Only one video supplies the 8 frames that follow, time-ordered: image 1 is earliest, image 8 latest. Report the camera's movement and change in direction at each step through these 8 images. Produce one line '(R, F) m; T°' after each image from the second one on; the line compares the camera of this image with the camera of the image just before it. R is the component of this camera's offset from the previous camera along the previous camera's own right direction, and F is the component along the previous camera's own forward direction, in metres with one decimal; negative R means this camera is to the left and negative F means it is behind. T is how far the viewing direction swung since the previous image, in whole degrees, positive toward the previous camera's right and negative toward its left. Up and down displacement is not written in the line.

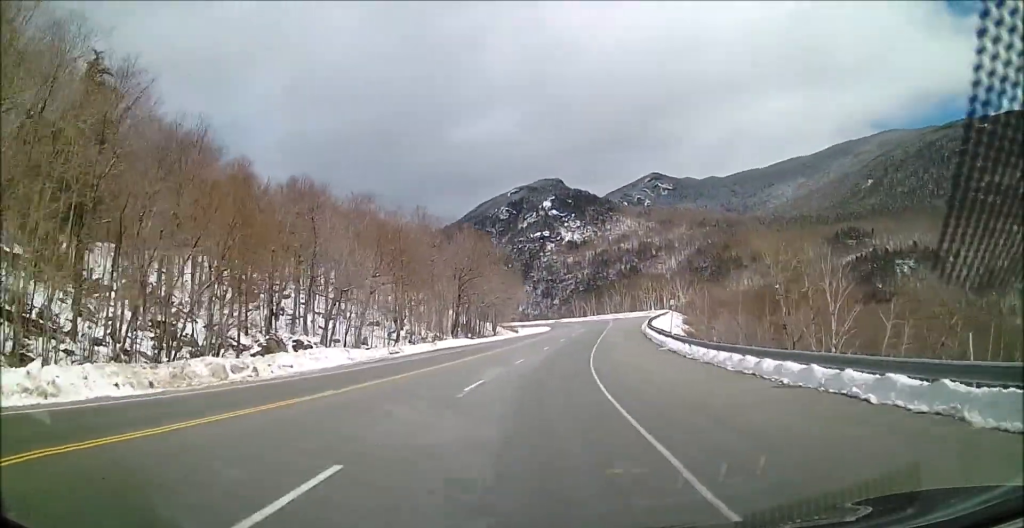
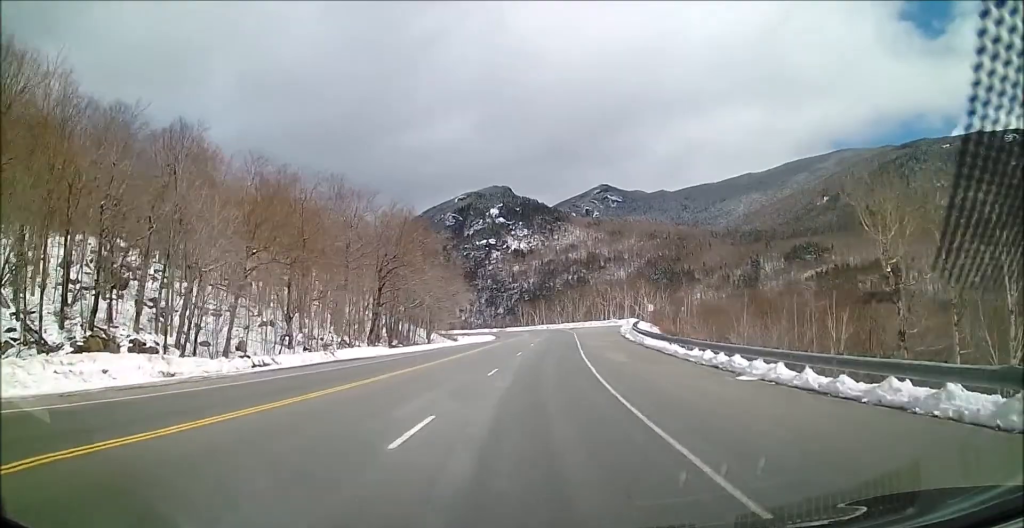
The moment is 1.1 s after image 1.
(+0.9, +19.5) m; +4°
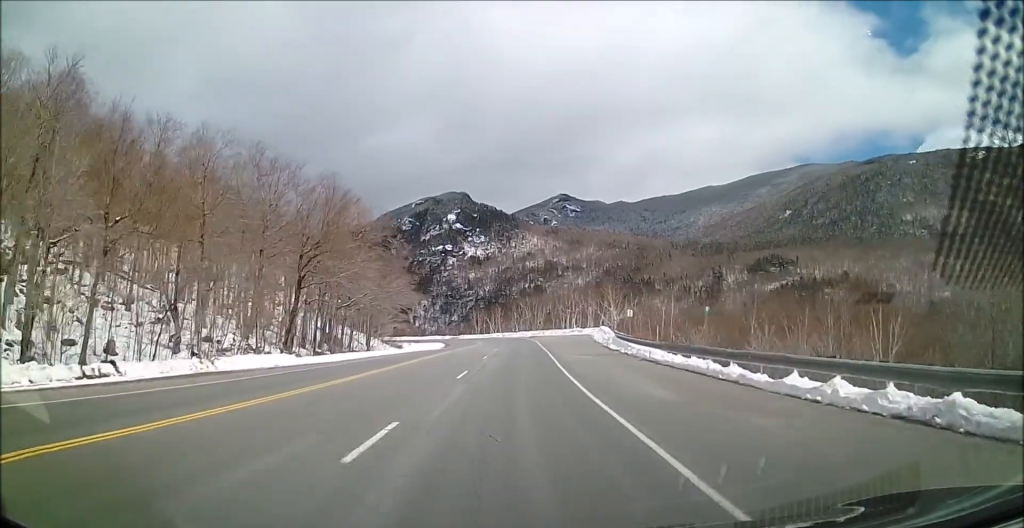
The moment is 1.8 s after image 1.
(-0.2, +12.7) m; +3°
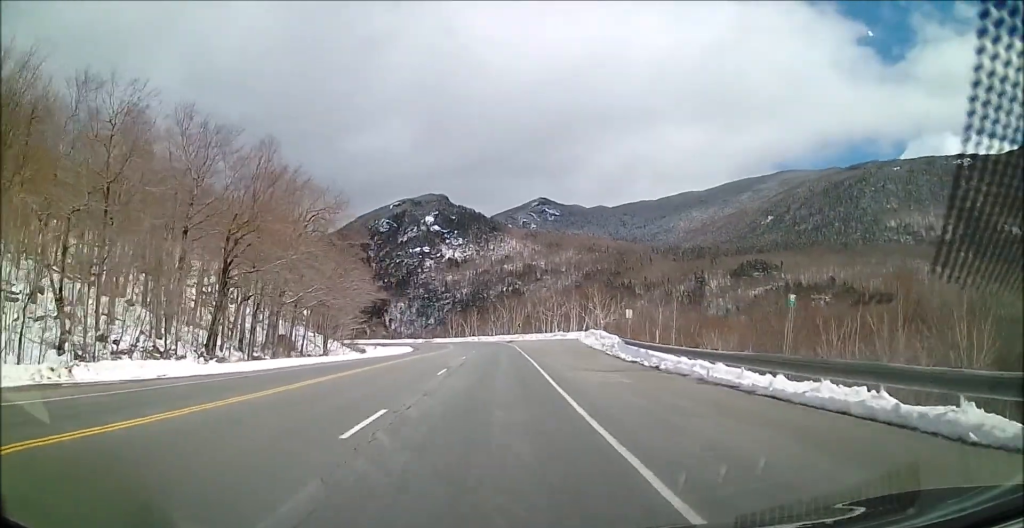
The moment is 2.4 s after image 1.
(+0.6, +10.7) m; +3°
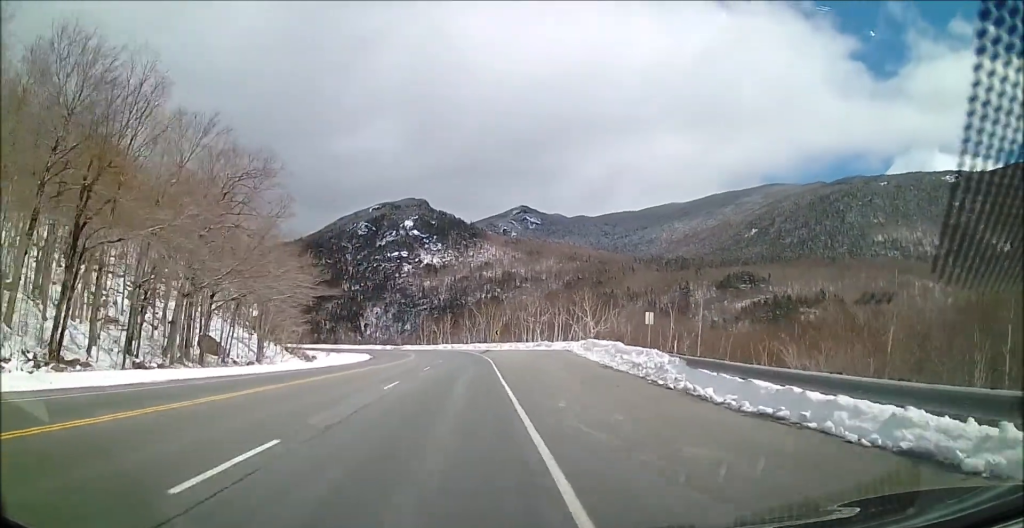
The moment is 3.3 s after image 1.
(+0.6, +15.5) m; +4°
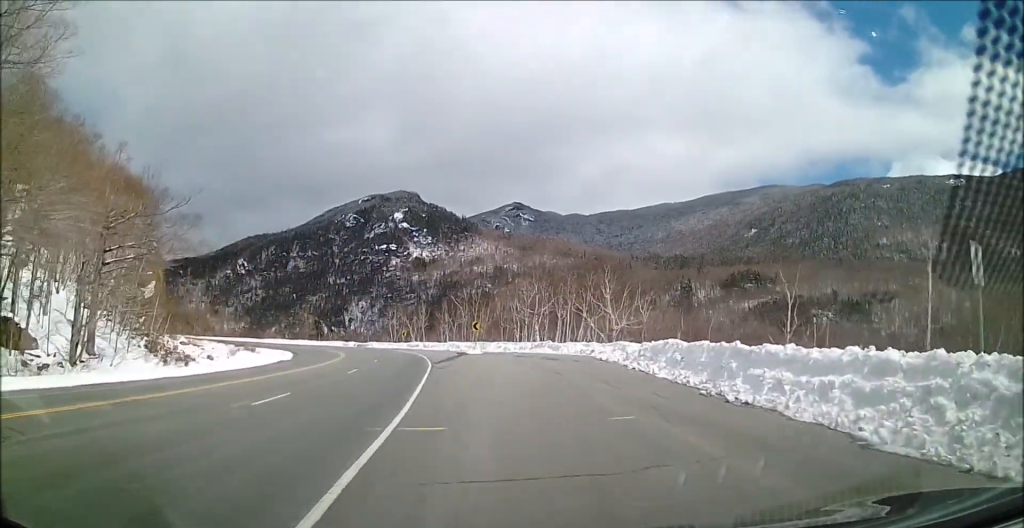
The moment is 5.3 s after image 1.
(+2.0, +29.9) m; +6°
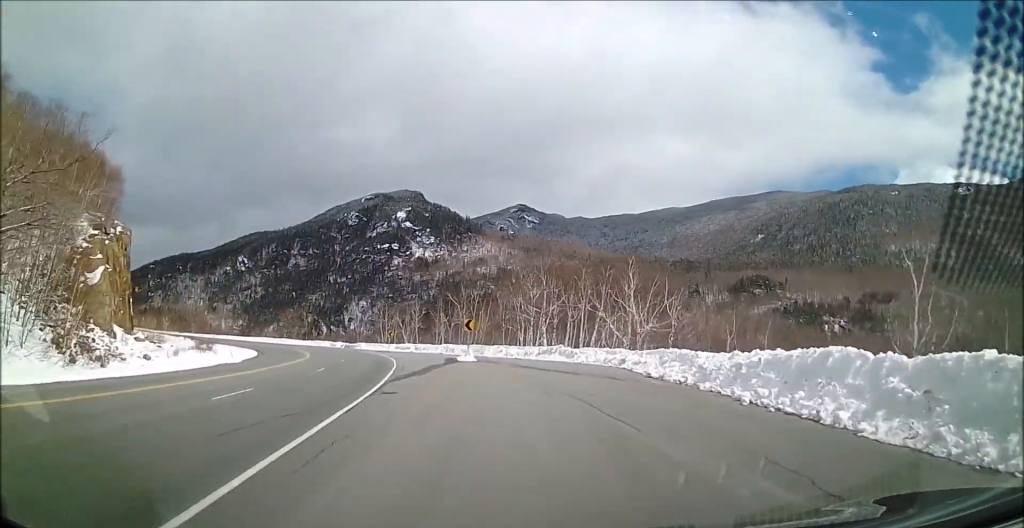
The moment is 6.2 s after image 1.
(+0.1, +12.4) m; 0°
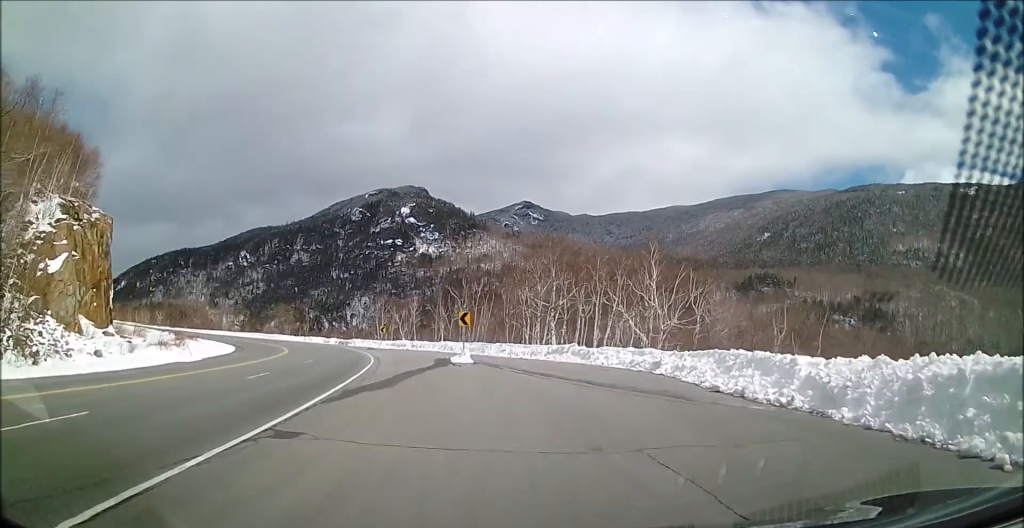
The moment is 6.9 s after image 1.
(-0.1, +7.9) m; 0°
